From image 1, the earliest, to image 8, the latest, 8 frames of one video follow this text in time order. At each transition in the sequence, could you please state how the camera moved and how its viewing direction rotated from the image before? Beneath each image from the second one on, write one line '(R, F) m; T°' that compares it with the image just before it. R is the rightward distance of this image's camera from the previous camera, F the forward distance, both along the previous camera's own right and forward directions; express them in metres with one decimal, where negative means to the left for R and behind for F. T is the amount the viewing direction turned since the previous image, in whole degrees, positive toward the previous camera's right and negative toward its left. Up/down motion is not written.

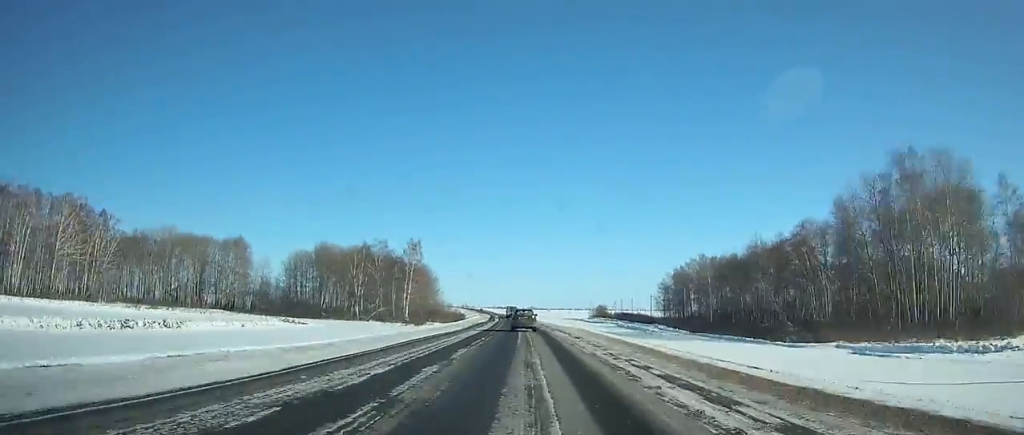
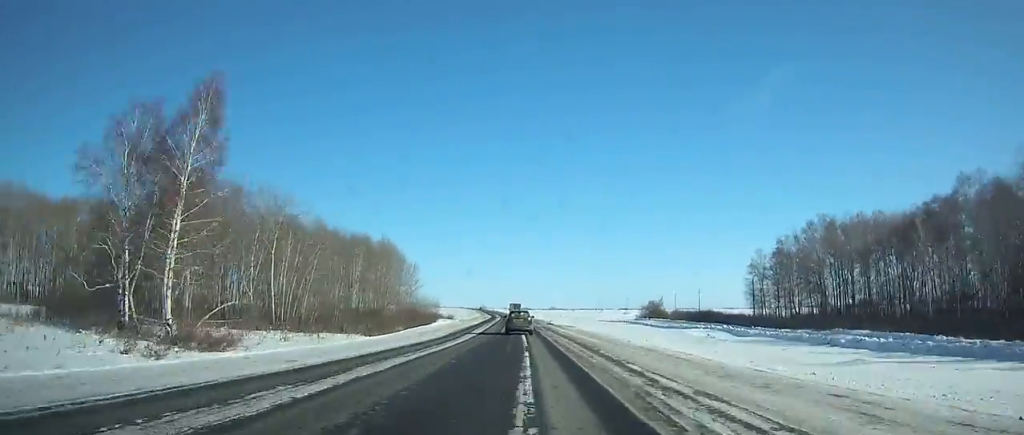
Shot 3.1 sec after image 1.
(-1.4, +73.0) m; -2°
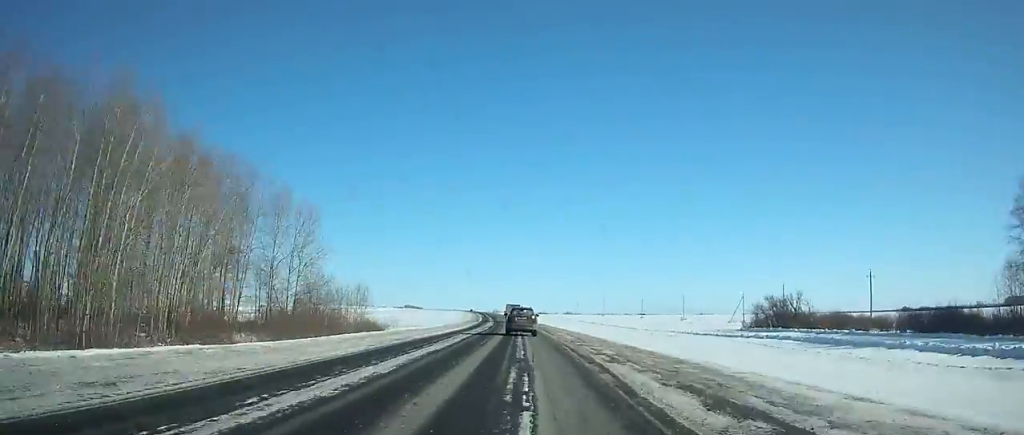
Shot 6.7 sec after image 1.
(-1.3, +83.0) m; -2°
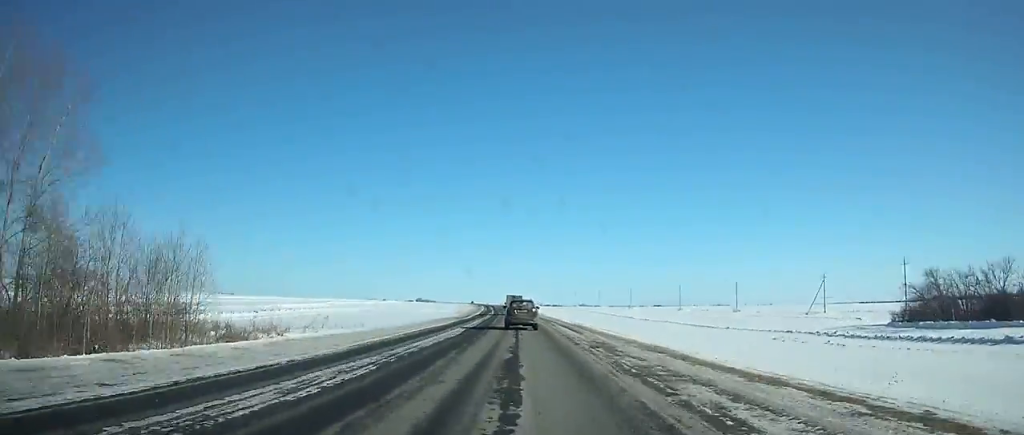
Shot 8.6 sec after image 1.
(-0.6, +42.2) m; -1°
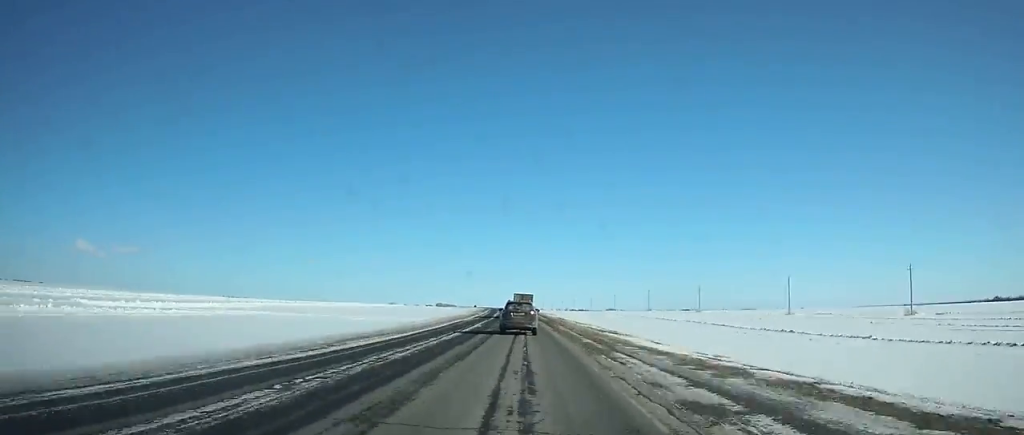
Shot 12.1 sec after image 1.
(-1.5, +75.1) m; -2°
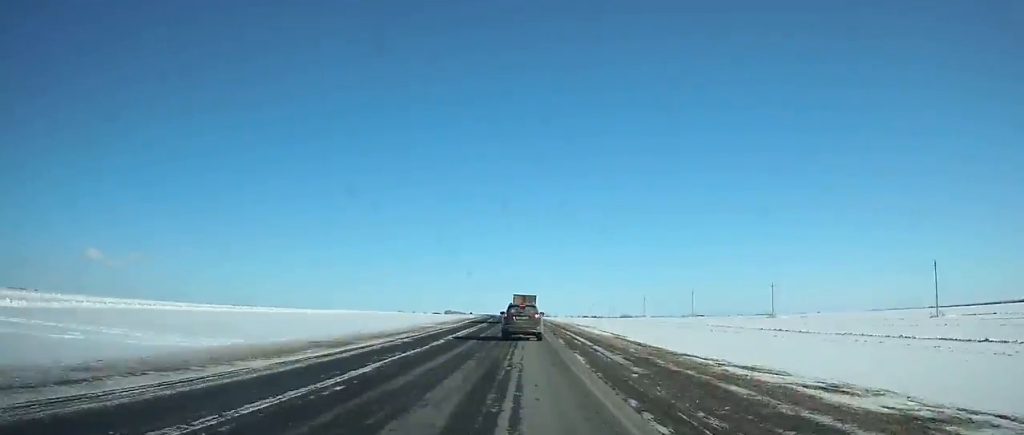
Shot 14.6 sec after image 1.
(-0.8, +50.3) m; -1°
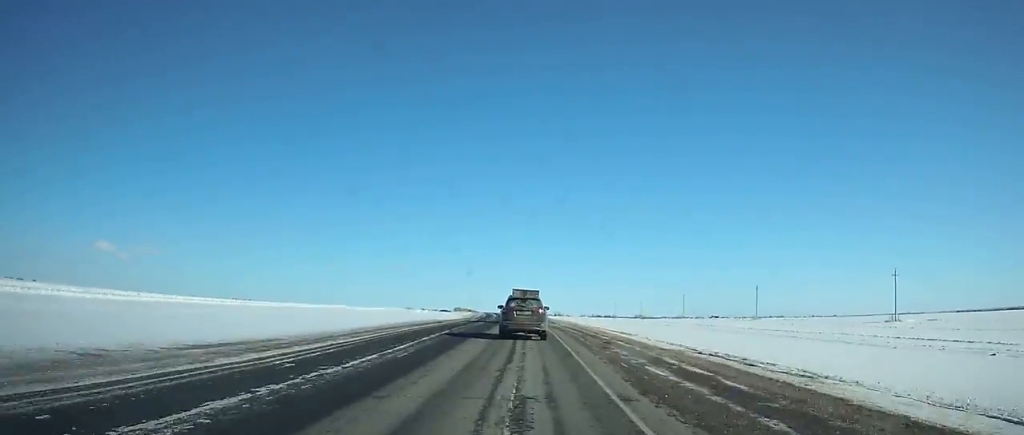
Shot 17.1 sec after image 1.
(-0.6, +47.5) m; -2°
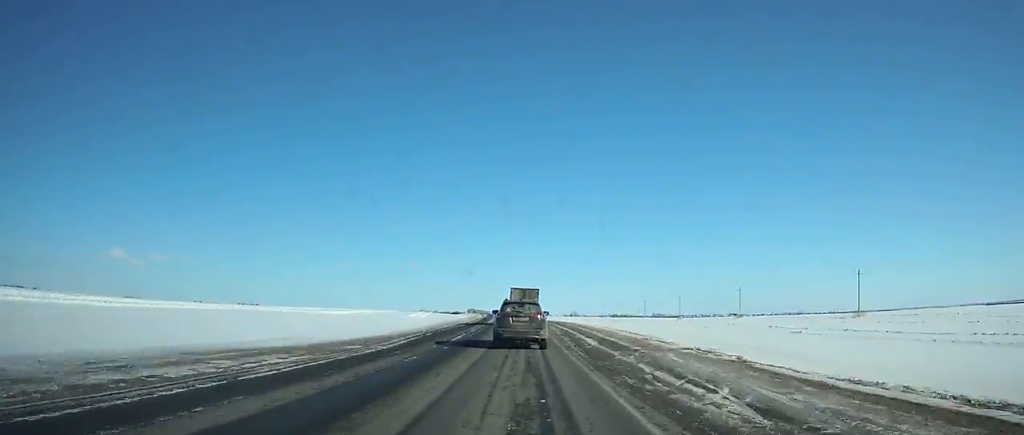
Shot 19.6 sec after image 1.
(-0.6, +45.0) m; -1°
